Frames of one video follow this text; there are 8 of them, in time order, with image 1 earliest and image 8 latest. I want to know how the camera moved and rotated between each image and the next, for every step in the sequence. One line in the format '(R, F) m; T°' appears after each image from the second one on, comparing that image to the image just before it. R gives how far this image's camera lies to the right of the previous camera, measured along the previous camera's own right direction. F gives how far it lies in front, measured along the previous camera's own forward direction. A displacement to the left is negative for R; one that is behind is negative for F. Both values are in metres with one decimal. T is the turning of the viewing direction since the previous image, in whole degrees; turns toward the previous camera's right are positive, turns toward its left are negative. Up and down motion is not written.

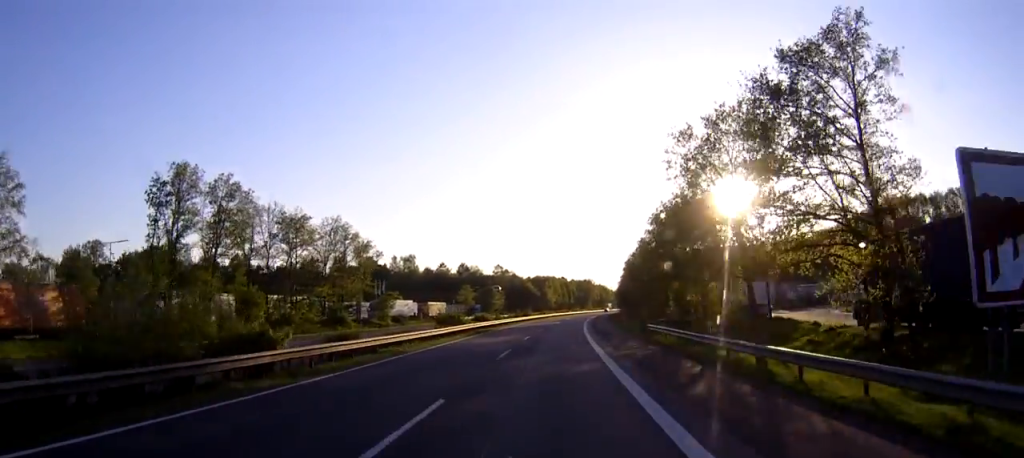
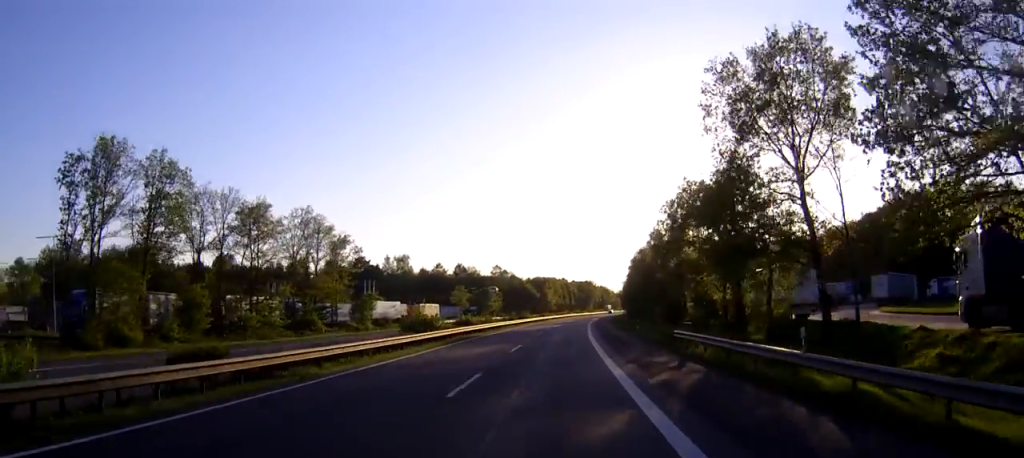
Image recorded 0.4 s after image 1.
(0.0, +11.3) m; 0°
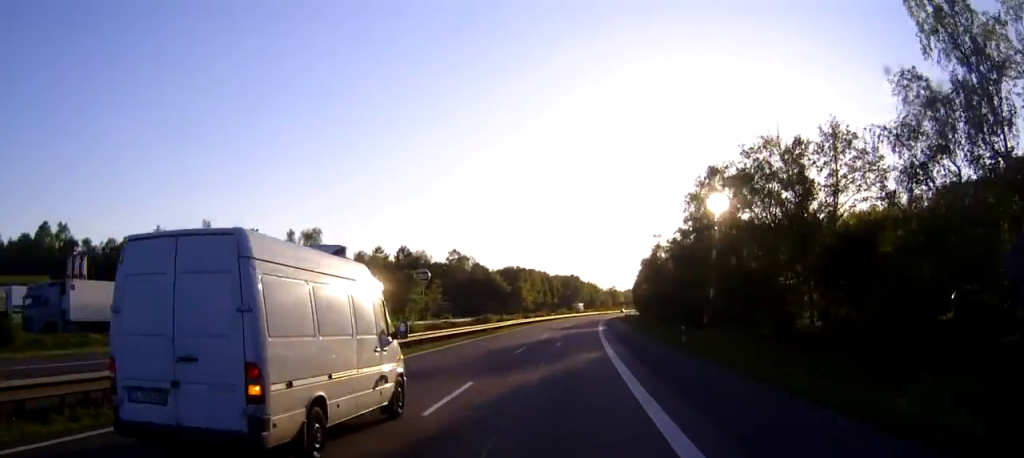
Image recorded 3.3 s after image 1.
(+1.0, +74.7) m; +2°
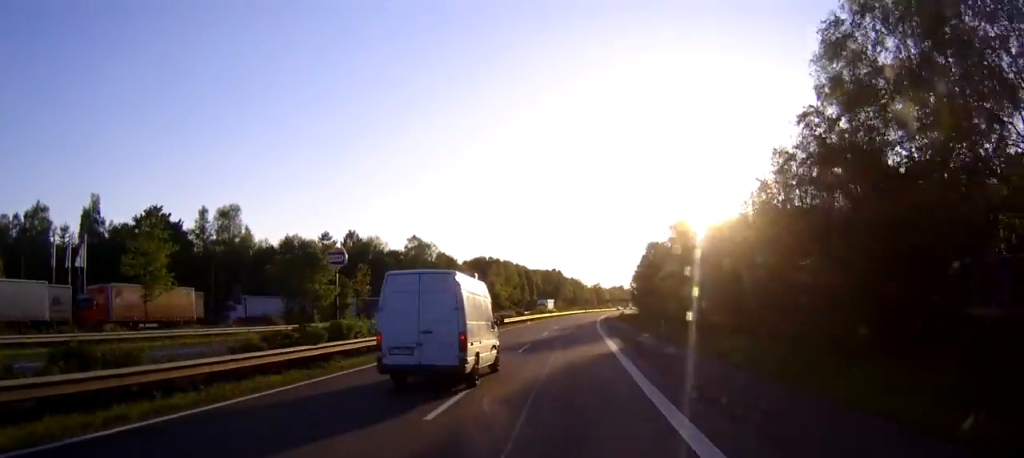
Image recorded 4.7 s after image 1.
(+0.2, +36.7) m; +1°
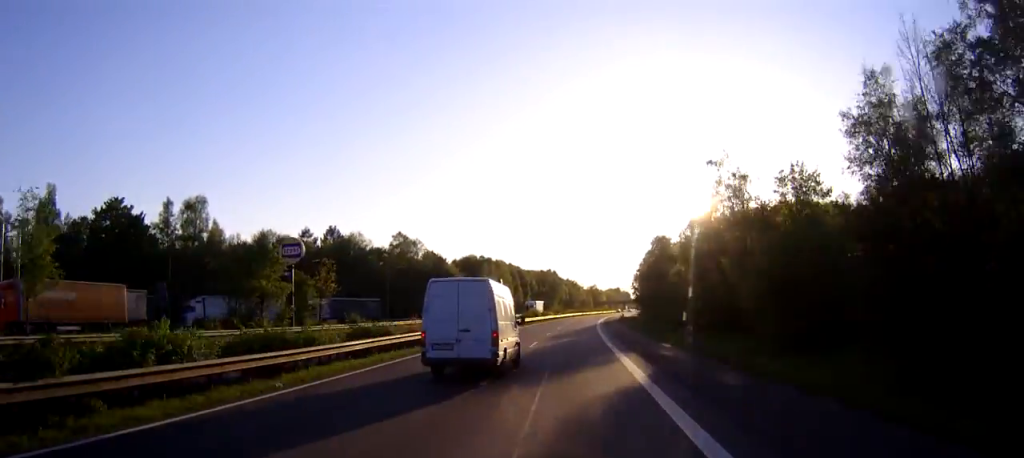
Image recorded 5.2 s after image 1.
(+0.1, +12.2) m; 0°
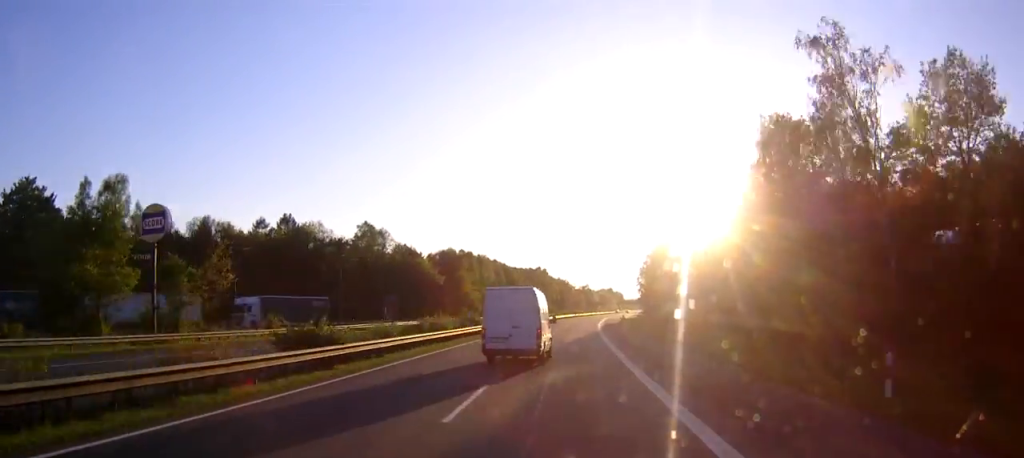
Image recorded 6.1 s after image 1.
(+0.1, +23.6) m; 0°
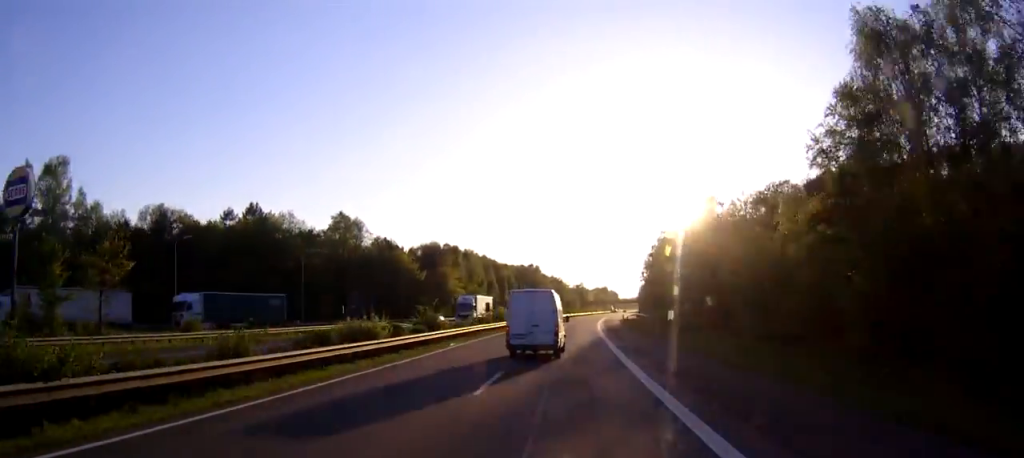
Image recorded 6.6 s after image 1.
(0.0, +14.0) m; 0°
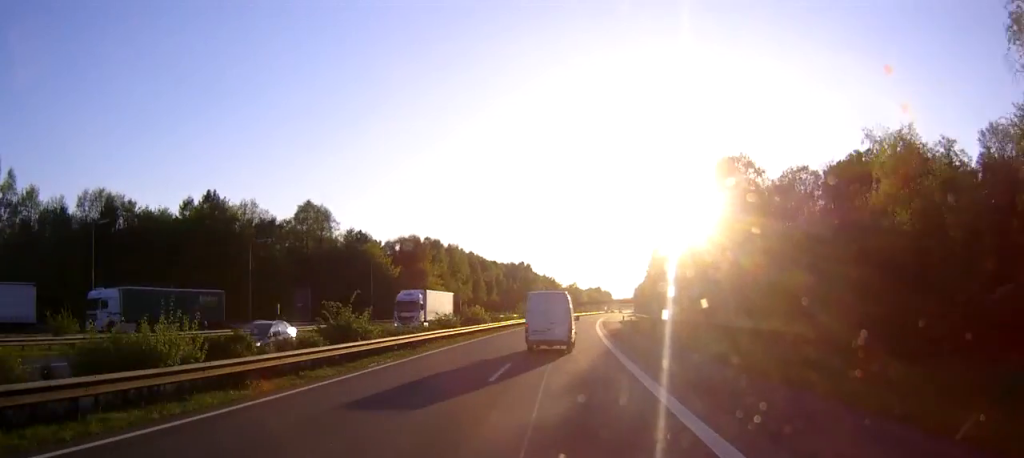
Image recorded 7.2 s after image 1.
(0.0, +14.9) m; +1°
